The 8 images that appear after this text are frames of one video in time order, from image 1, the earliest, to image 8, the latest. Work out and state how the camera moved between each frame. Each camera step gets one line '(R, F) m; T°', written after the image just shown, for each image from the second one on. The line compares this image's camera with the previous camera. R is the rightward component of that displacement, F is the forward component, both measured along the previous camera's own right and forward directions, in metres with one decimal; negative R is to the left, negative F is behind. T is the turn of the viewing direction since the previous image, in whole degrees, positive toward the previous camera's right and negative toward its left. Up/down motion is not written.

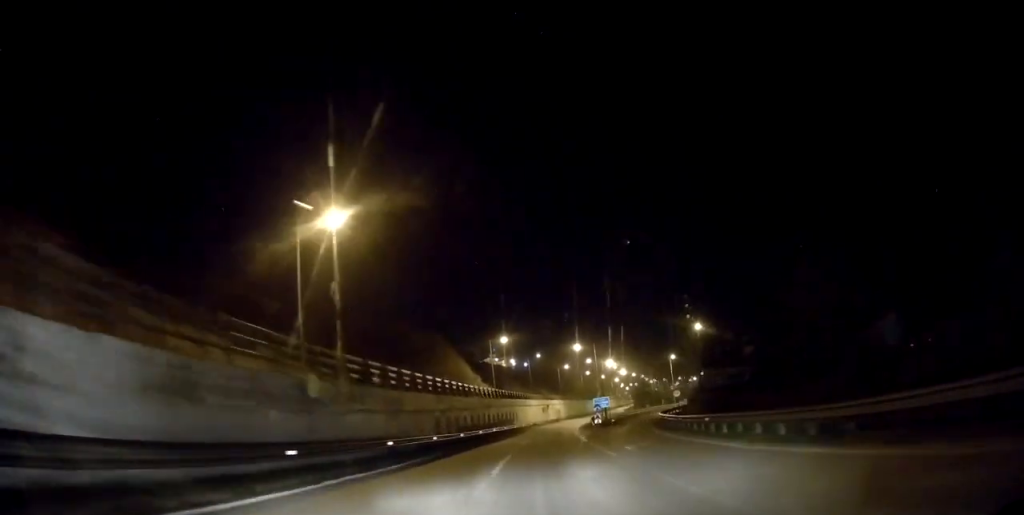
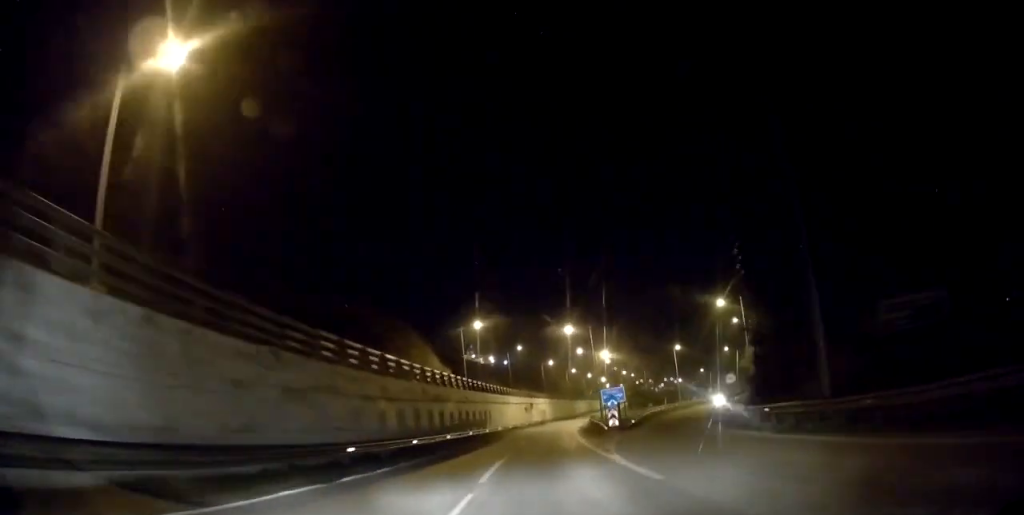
(+0.6, +19.5) m; +3°
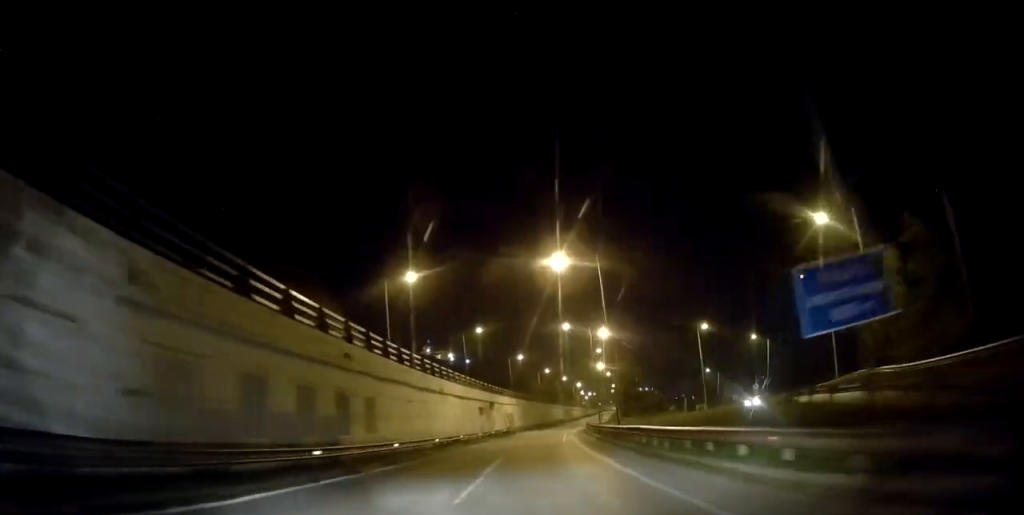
(+0.9, +33.8) m; +2°
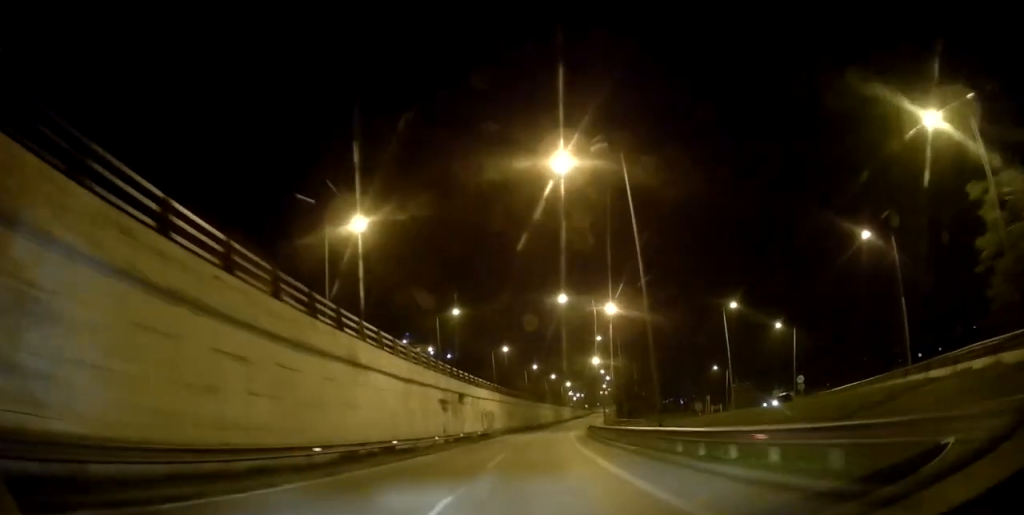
(-0.1, +16.1) m; +1°
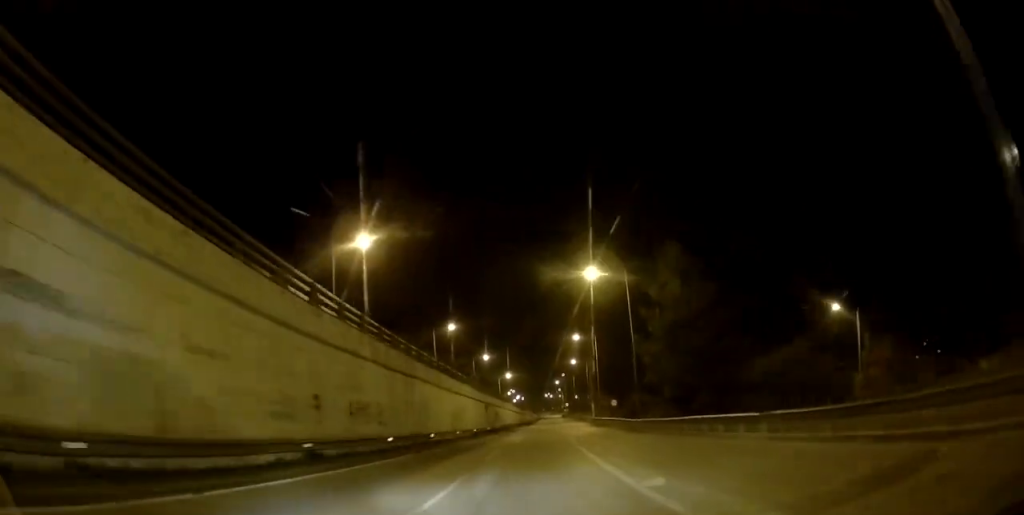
(+4.7, +71.7) m; +6°
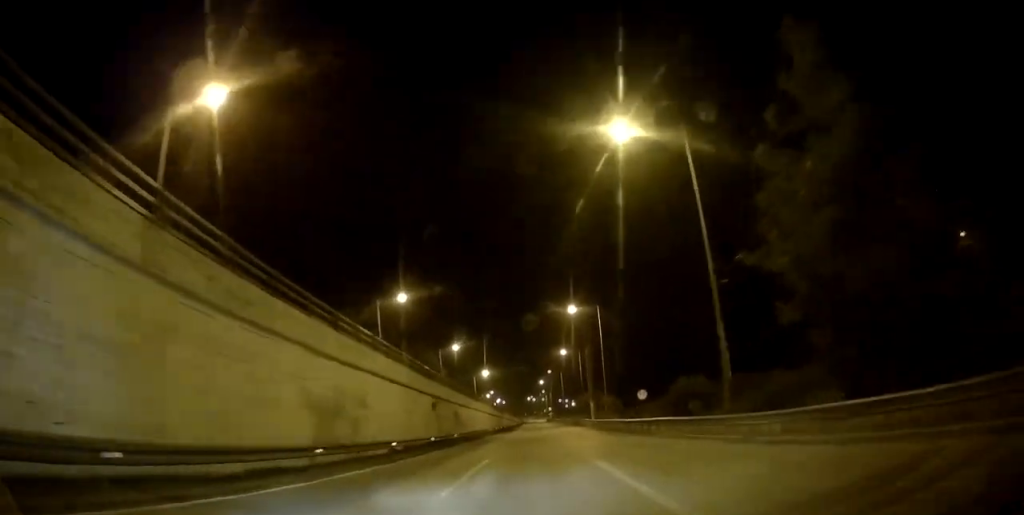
(+0.1, +23.0) m; +1°
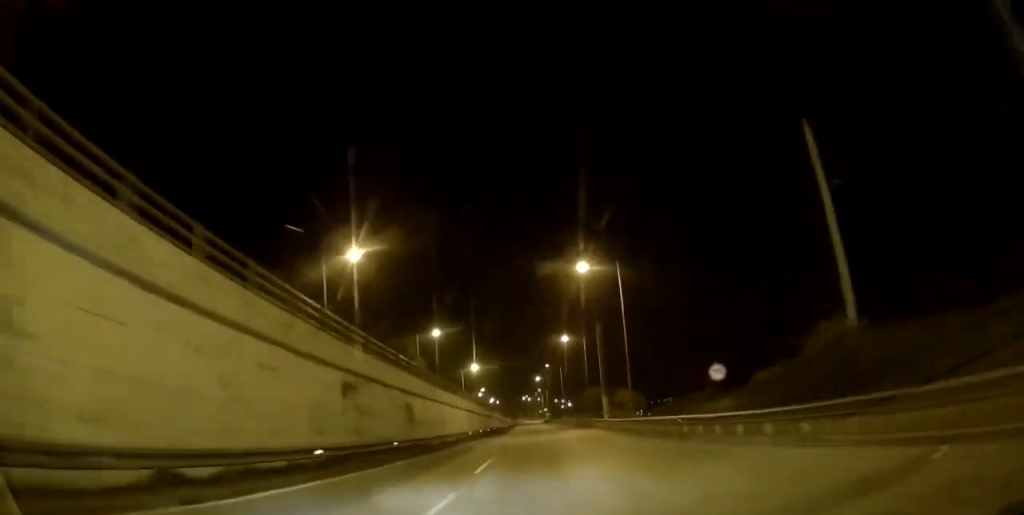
(-0.1, +16.1) m; +1°
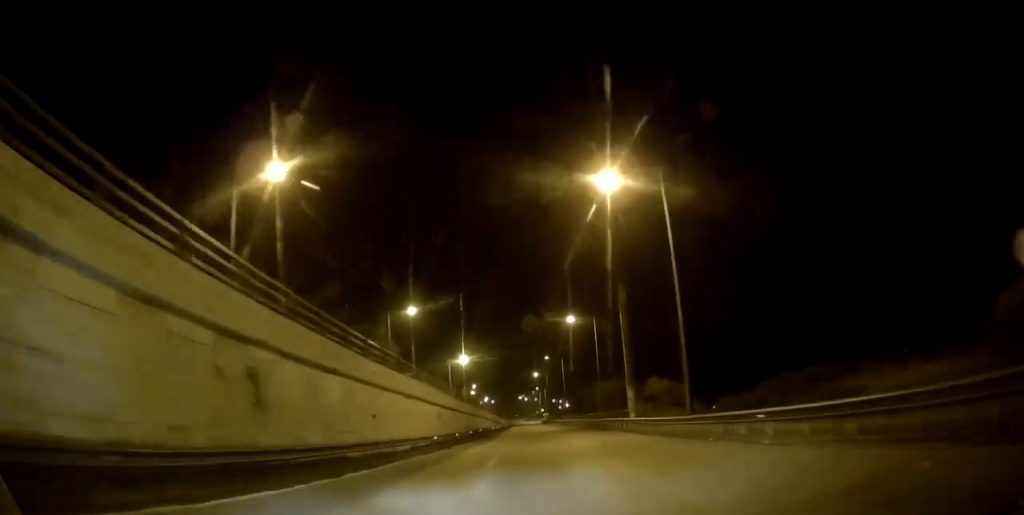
(+0.3, +15.8) m; +1°
